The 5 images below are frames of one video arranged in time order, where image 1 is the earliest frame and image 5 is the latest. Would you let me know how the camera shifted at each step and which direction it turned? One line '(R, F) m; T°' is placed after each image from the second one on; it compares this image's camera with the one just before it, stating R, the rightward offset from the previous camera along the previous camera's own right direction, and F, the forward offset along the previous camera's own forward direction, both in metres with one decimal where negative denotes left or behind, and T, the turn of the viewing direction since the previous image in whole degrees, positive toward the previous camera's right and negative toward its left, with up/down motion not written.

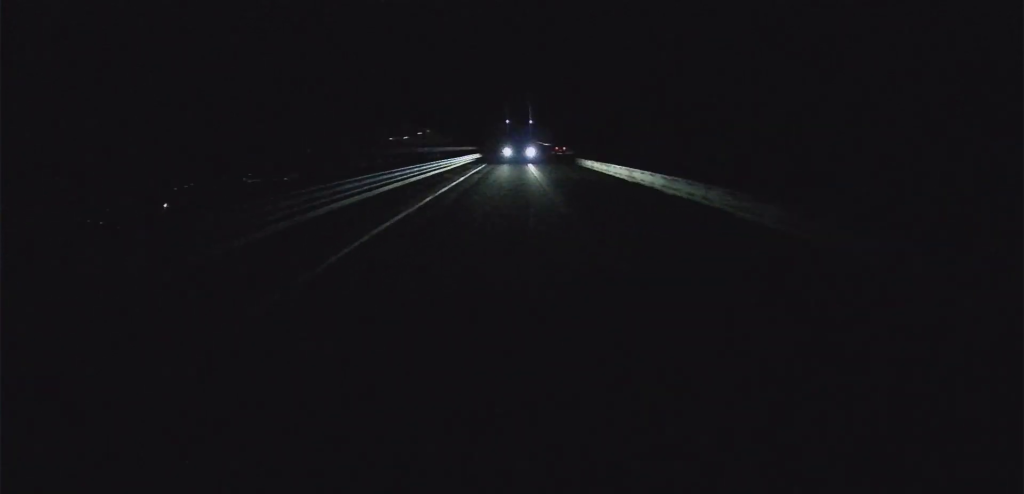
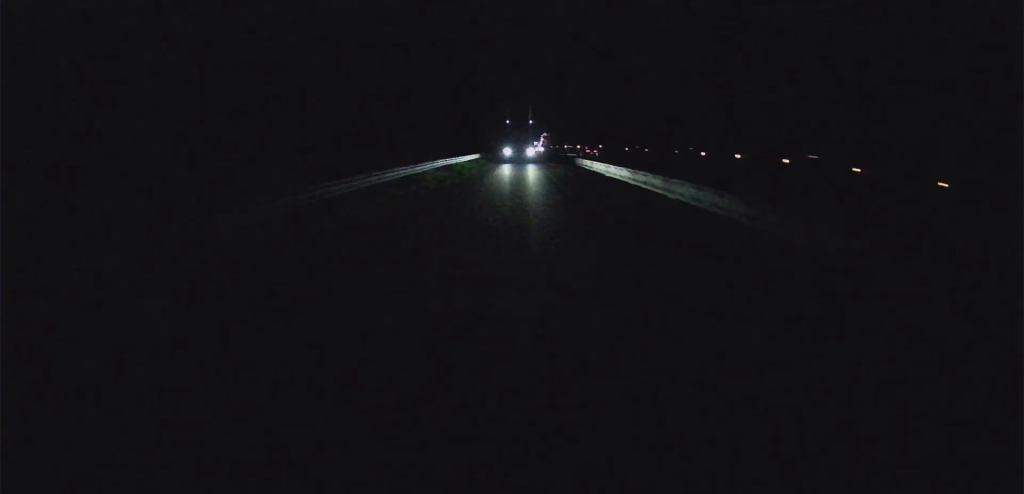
(-21.9, +639.5) m; -6°
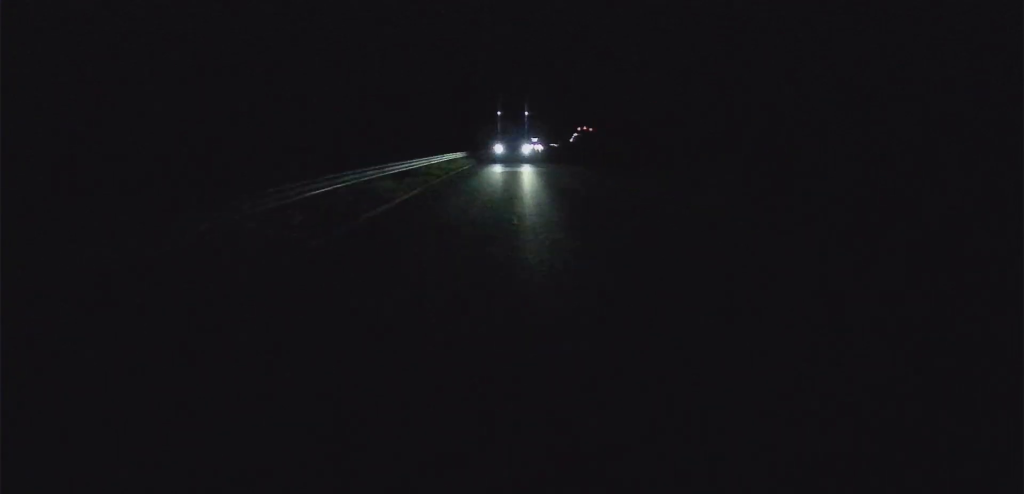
(-6.9, +228.0) m; -3°
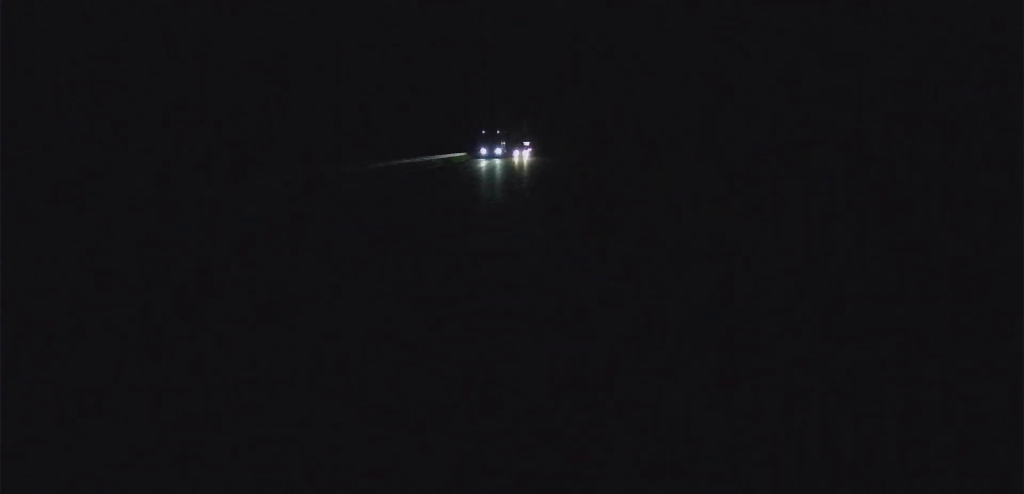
(-14.3, +347.9) m; -4°
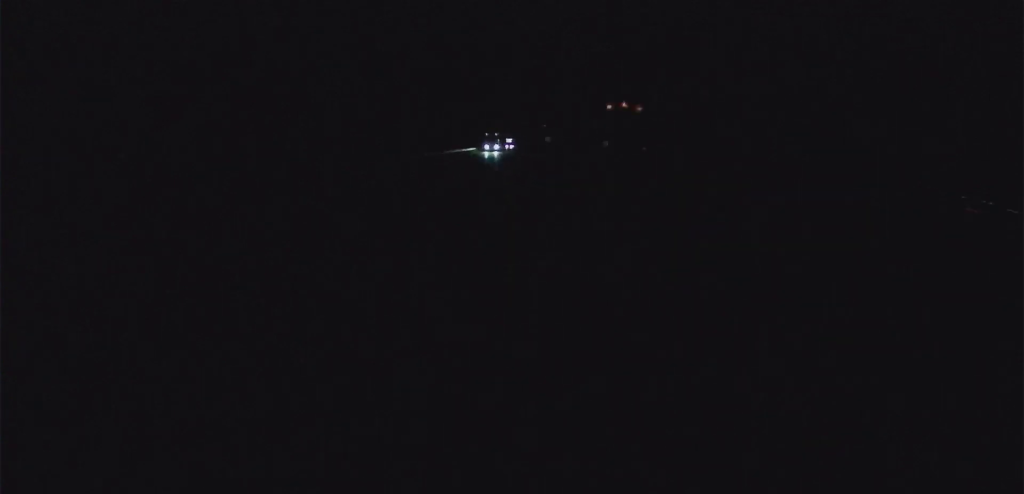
(-13.3, +521.9) m; 0°
